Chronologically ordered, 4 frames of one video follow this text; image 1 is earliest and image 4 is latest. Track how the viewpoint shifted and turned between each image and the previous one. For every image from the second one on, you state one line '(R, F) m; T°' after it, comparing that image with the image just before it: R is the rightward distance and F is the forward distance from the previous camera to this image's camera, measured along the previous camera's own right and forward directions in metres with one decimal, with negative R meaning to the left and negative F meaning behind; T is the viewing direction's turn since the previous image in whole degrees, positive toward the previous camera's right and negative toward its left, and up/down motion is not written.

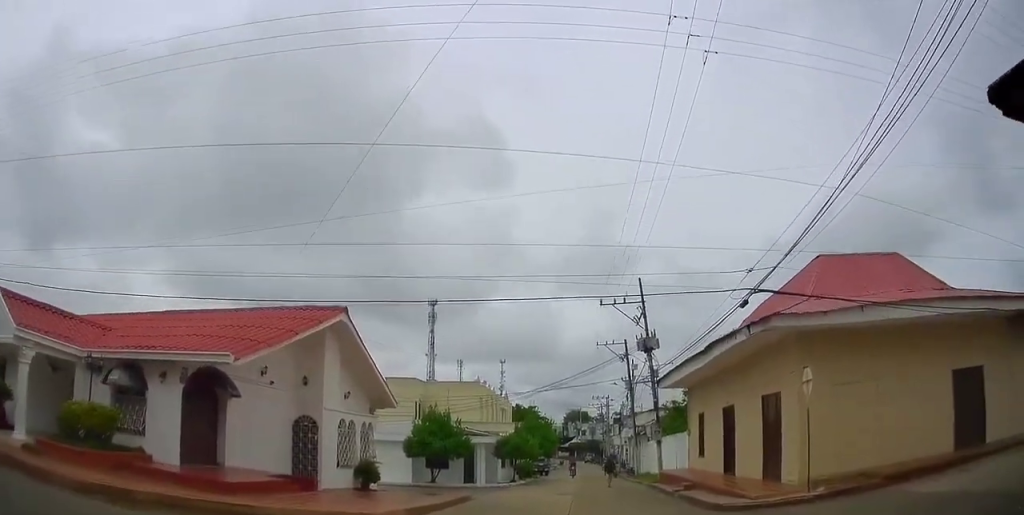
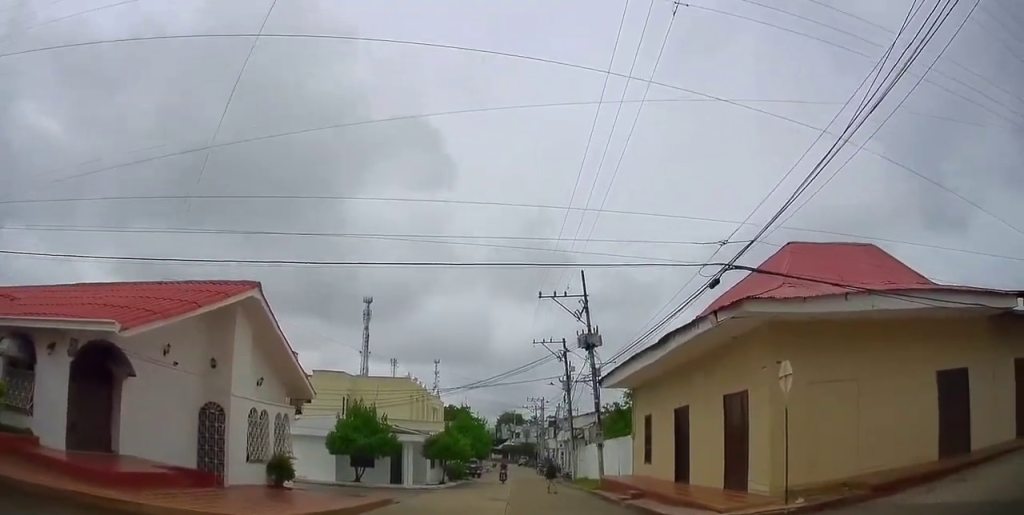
(+0.3, +3.8) m; +6°
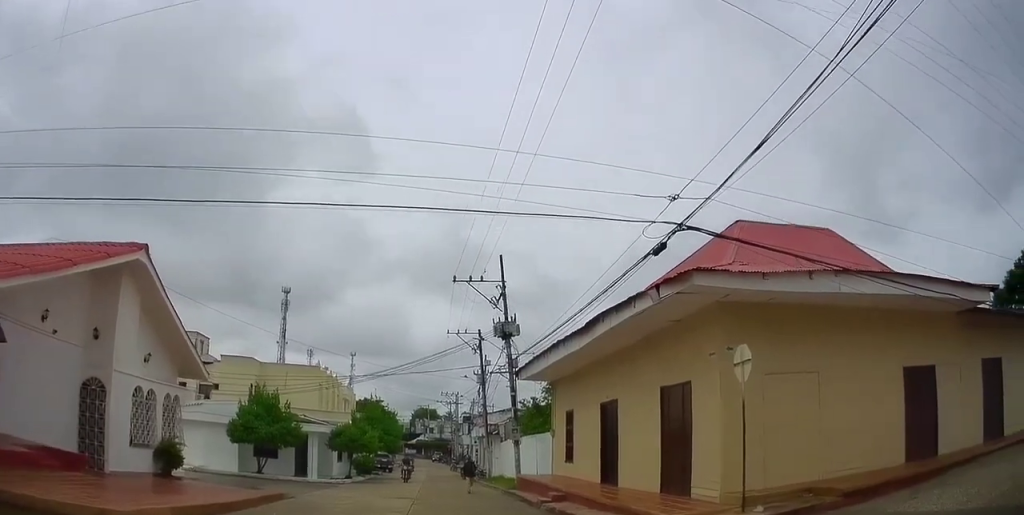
(+0.2, +3.3) m; +6°
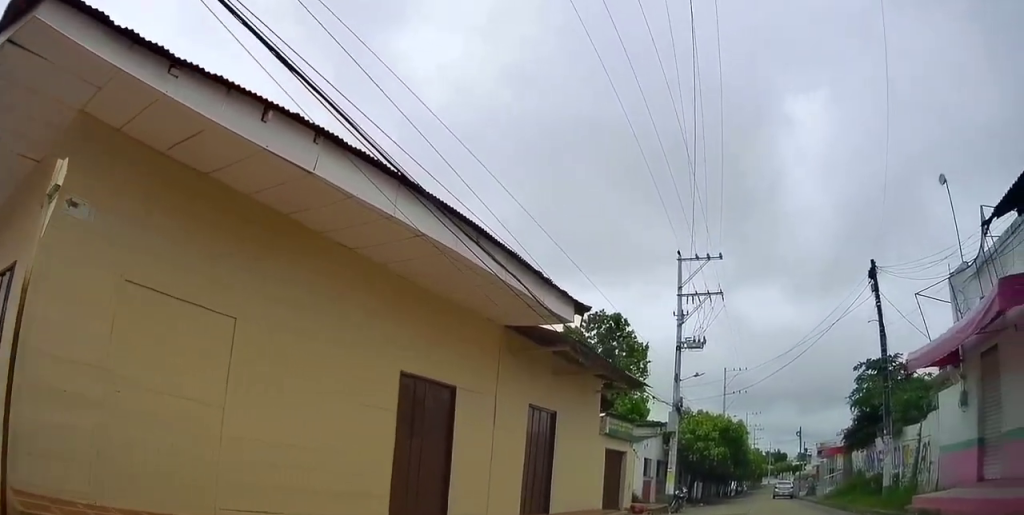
(+2.2, +5.7) m; +44°
